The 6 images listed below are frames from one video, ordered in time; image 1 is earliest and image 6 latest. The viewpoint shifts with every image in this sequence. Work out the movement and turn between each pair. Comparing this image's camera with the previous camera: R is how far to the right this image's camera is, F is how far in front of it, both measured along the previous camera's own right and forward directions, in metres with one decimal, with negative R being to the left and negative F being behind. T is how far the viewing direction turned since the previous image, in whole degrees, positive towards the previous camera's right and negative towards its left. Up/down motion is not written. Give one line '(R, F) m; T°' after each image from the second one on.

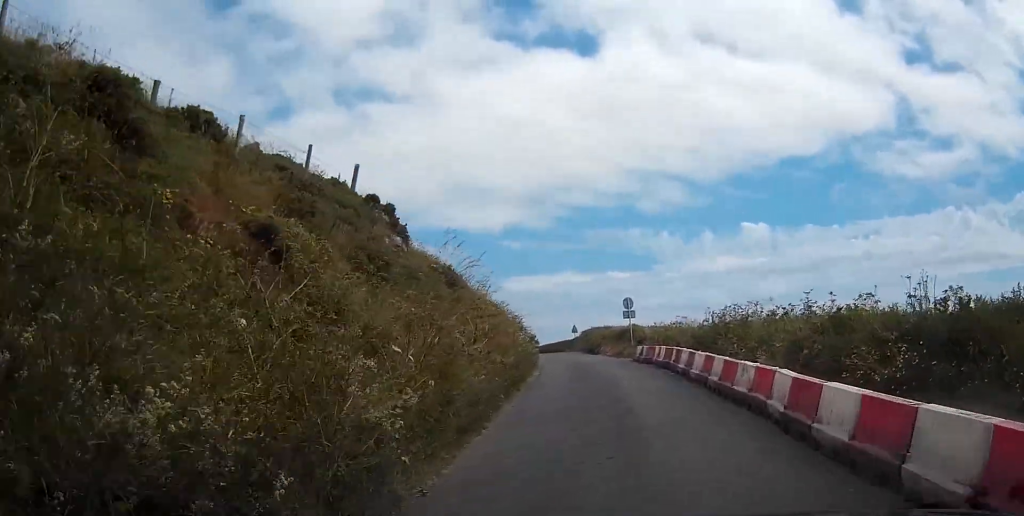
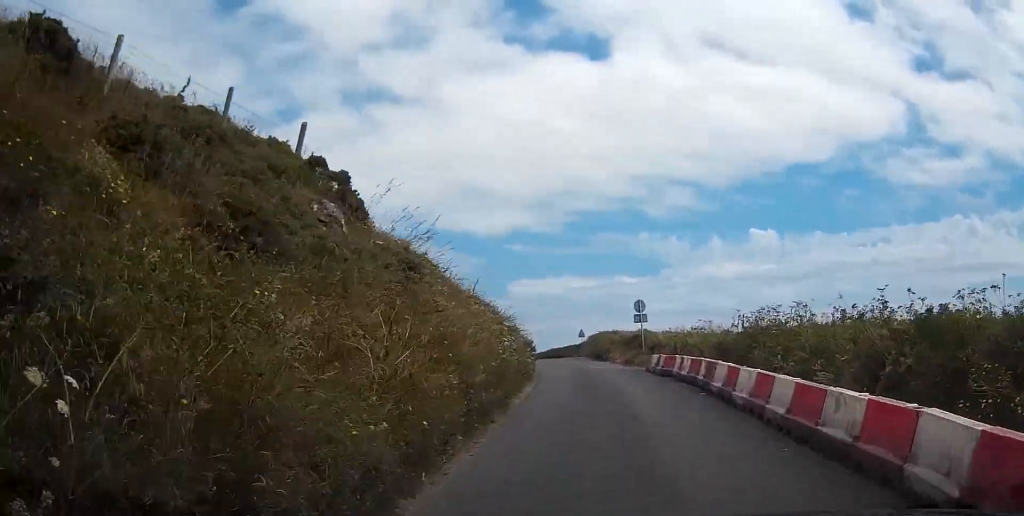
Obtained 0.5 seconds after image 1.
(+0.1, +3.8) m; -3°
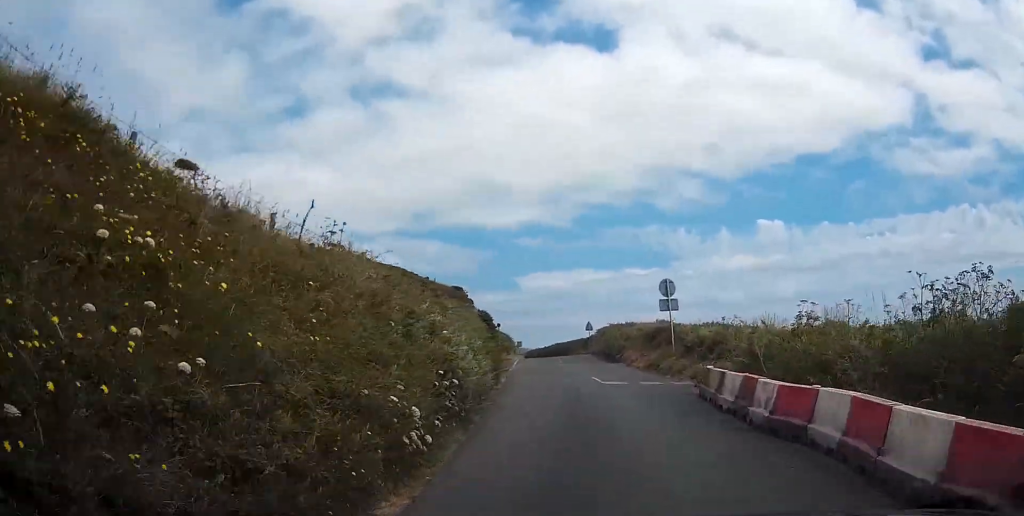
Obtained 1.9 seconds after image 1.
(-1.2, +11.1) m; -10°
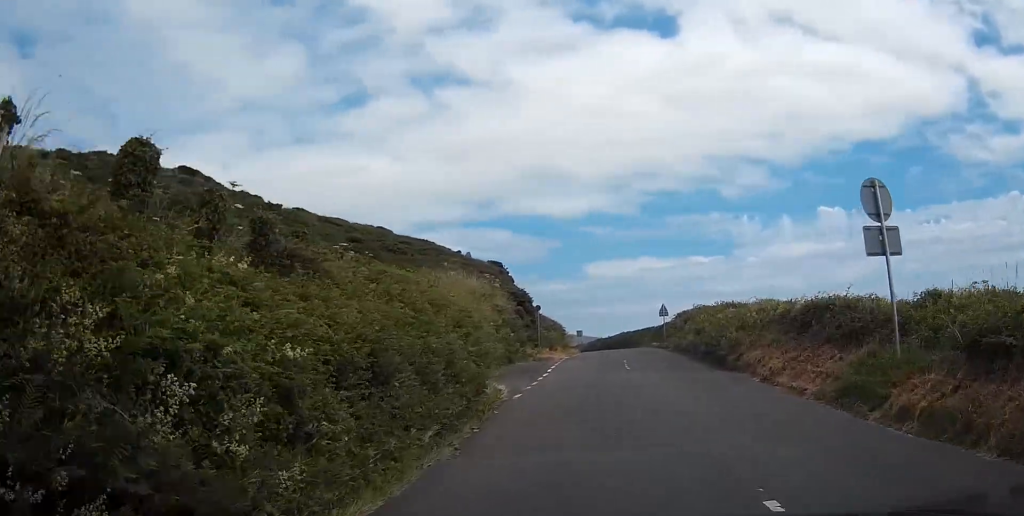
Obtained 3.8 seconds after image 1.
(-0.8, +16.0) m; +1°
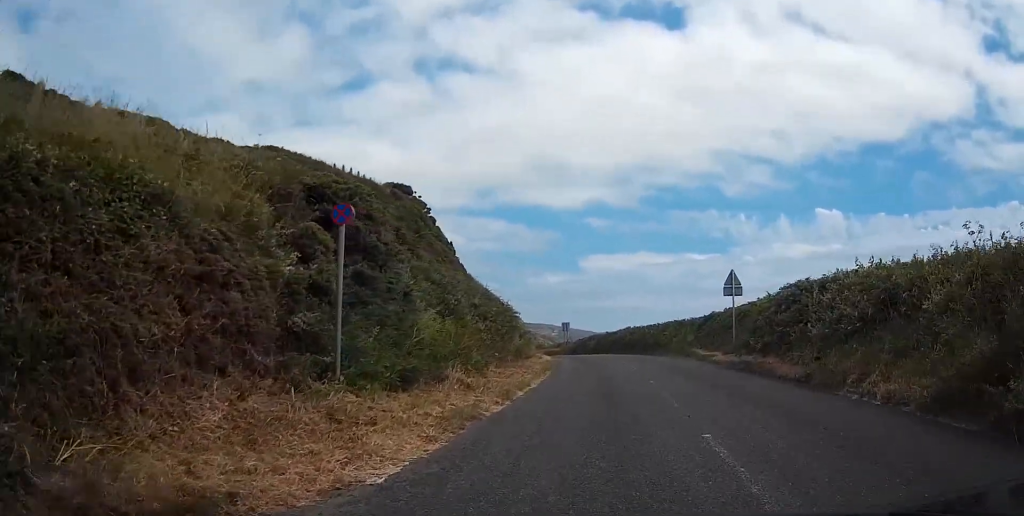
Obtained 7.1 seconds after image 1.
(+3.8, +30.4) m; +8°
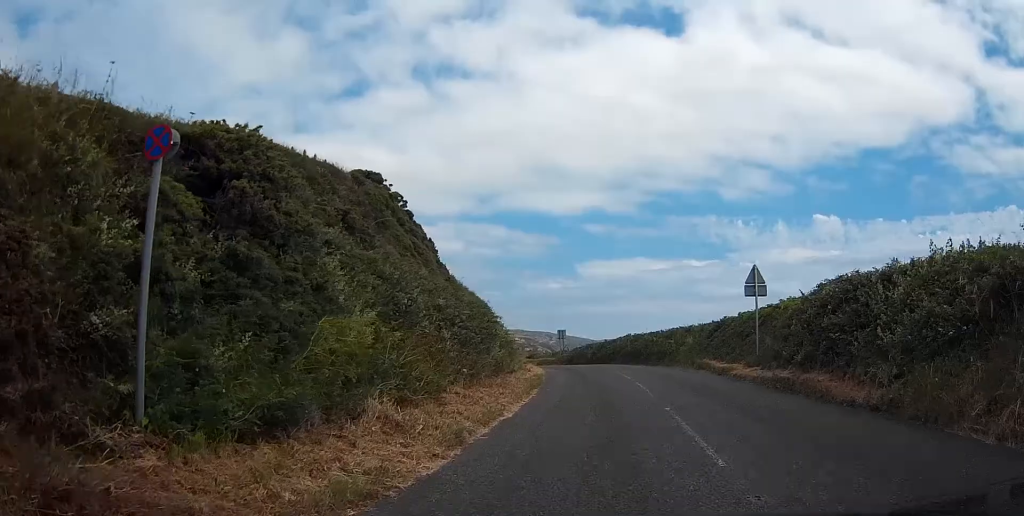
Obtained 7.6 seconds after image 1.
(+0.1, +4.5) m; -1°
